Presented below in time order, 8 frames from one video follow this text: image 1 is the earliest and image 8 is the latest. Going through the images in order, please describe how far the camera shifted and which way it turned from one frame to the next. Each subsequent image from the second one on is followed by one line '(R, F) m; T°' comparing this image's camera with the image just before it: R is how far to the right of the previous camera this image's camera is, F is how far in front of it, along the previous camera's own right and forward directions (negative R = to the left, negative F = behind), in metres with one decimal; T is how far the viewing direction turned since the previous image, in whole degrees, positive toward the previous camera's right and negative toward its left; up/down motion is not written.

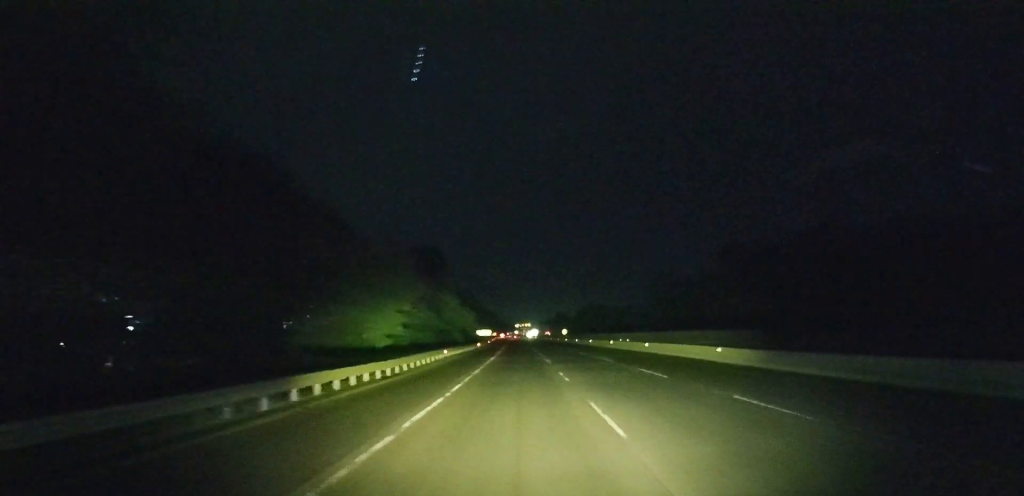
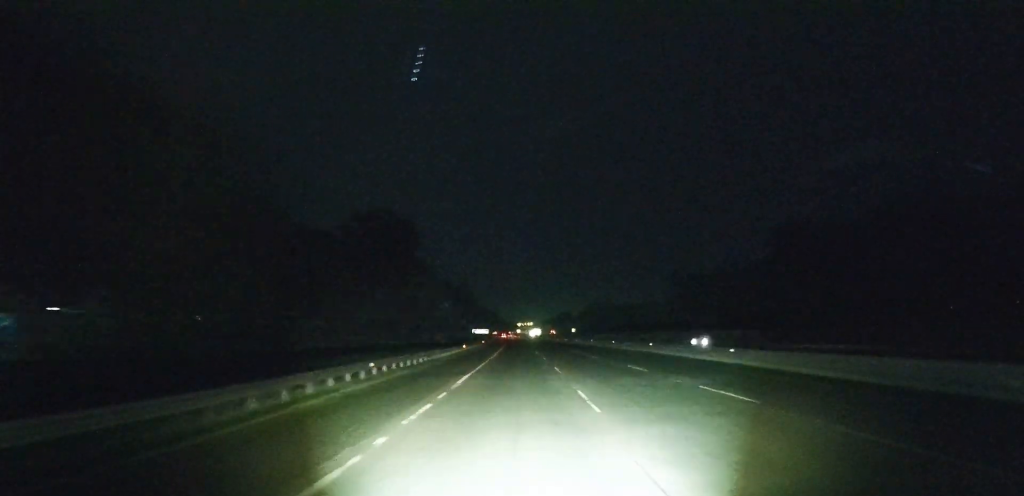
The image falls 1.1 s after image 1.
(0.0, +19.7) m; 0°
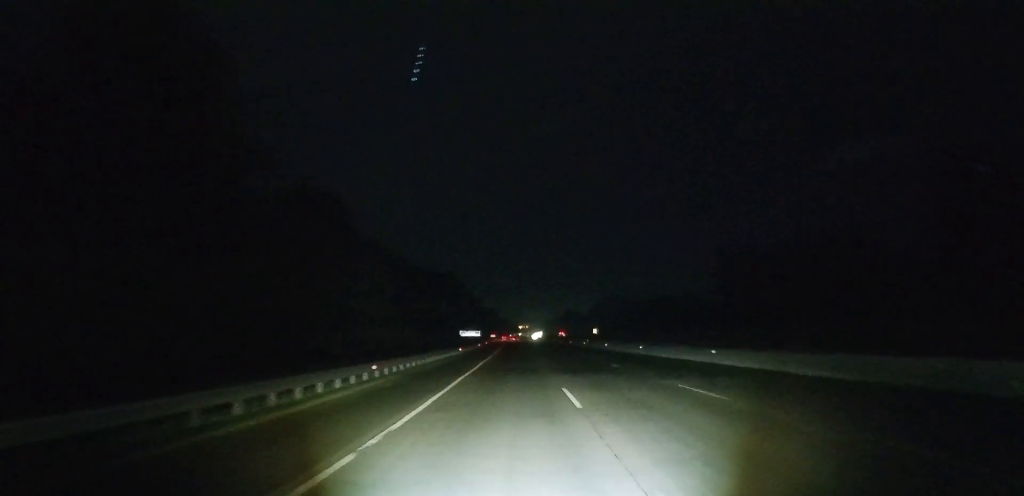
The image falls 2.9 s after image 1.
(-0.1, +34.8) m; 0°
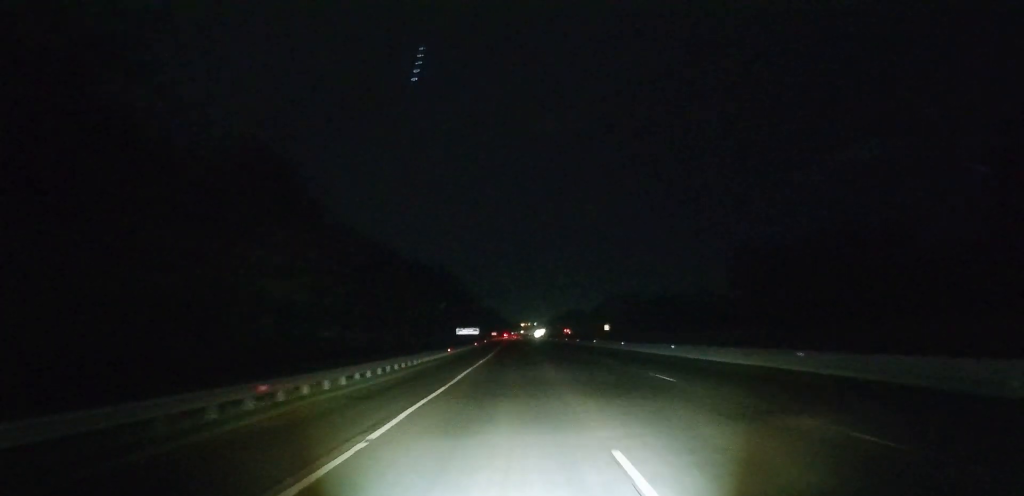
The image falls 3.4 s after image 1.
(0.0, +10.1) m; 0°
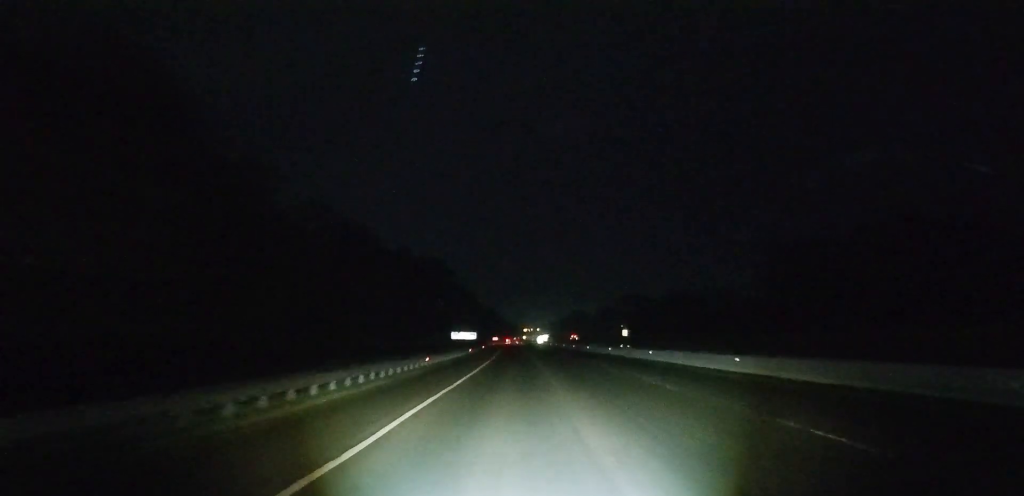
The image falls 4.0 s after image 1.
(0.0, +12.7) m; 0°
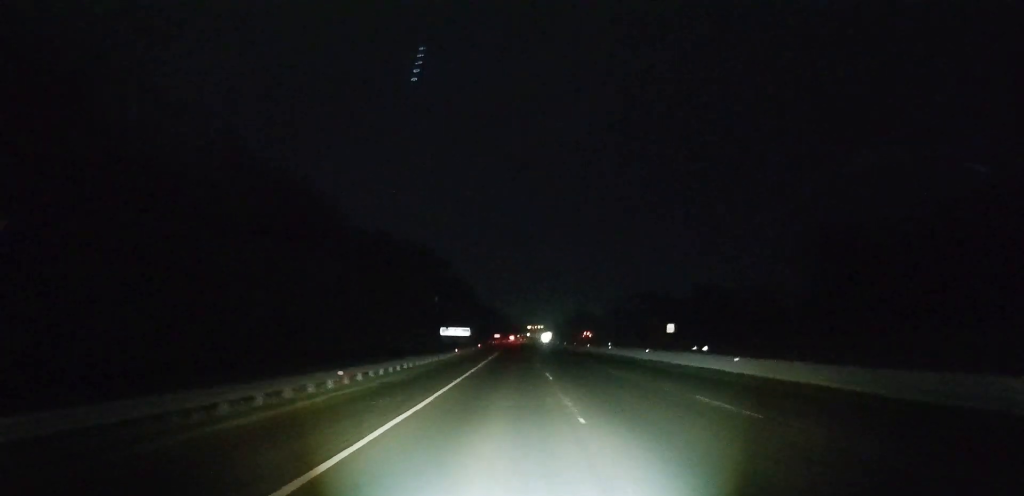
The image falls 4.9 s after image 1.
(0.0, +20.7) m; 0°
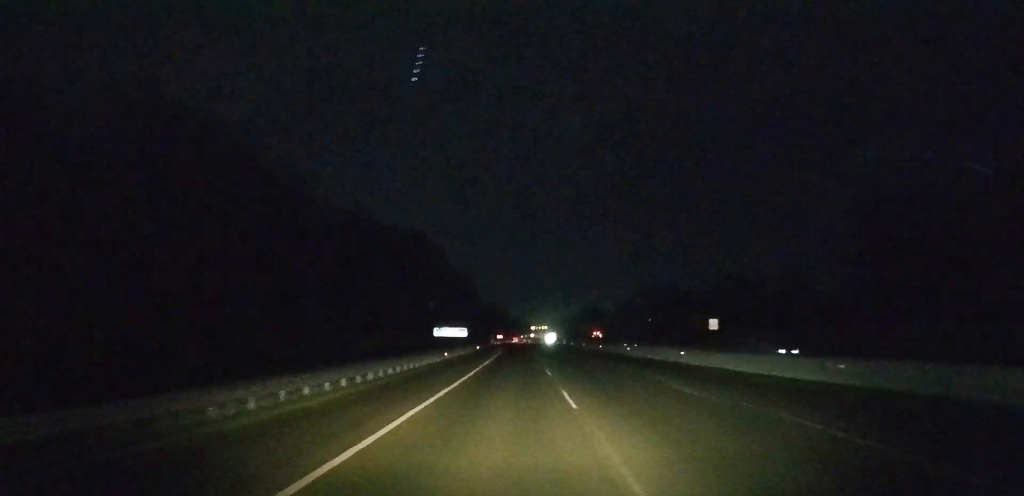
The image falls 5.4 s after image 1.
(0.0, +10.7) m; 0°
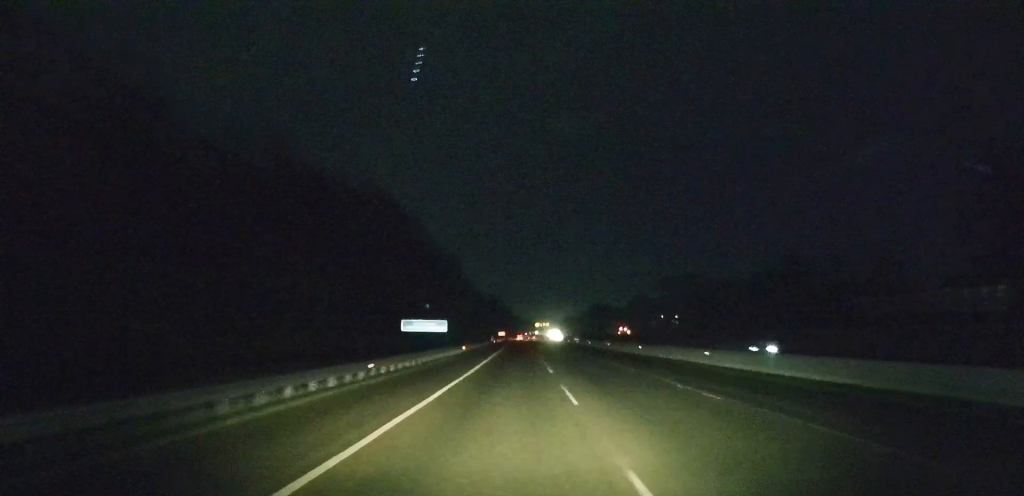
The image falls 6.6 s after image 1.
(-0.1, +28.7) m; -1°
